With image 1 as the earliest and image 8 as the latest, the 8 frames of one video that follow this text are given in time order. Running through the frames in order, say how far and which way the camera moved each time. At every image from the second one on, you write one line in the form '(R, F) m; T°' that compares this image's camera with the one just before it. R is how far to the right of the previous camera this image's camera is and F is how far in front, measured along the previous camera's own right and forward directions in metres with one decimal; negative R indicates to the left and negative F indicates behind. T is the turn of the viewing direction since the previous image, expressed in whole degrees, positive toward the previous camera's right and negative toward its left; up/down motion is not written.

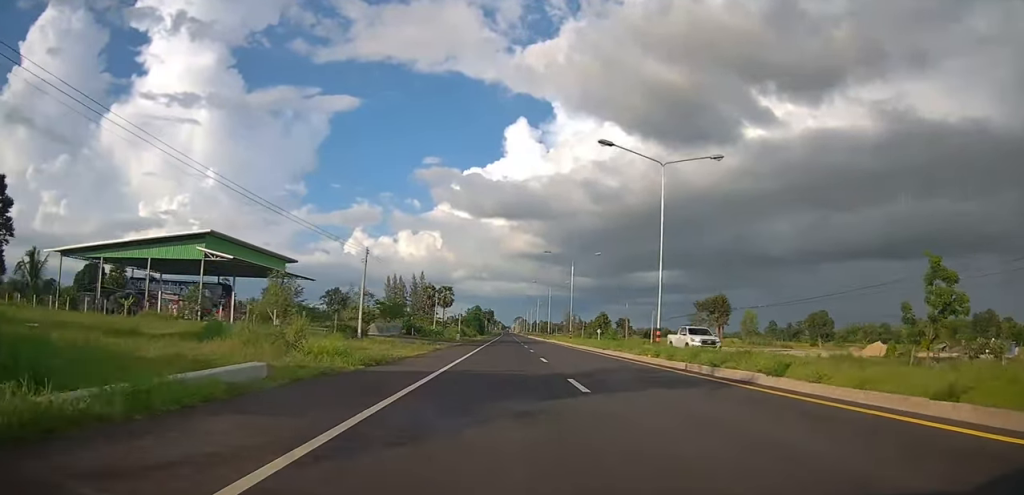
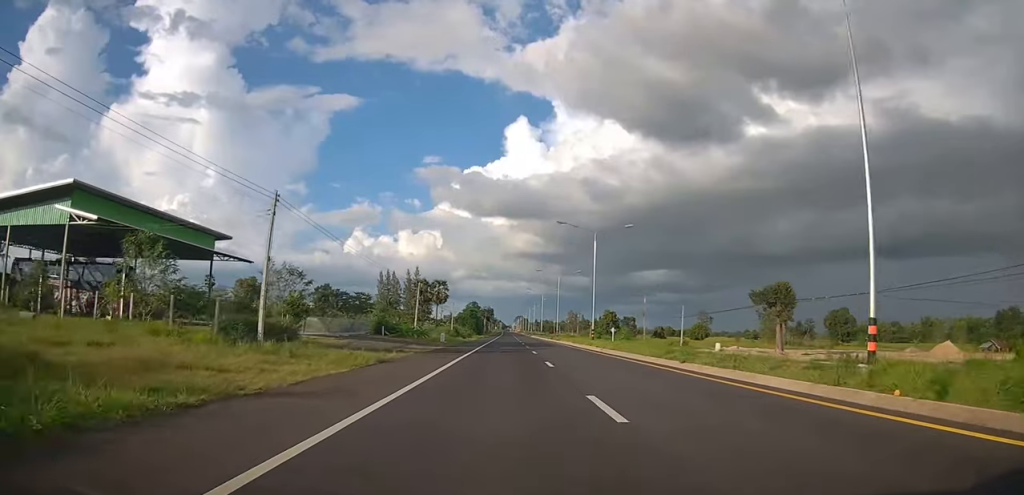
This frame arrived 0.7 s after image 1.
(+0.4, +15.9) m; +2°
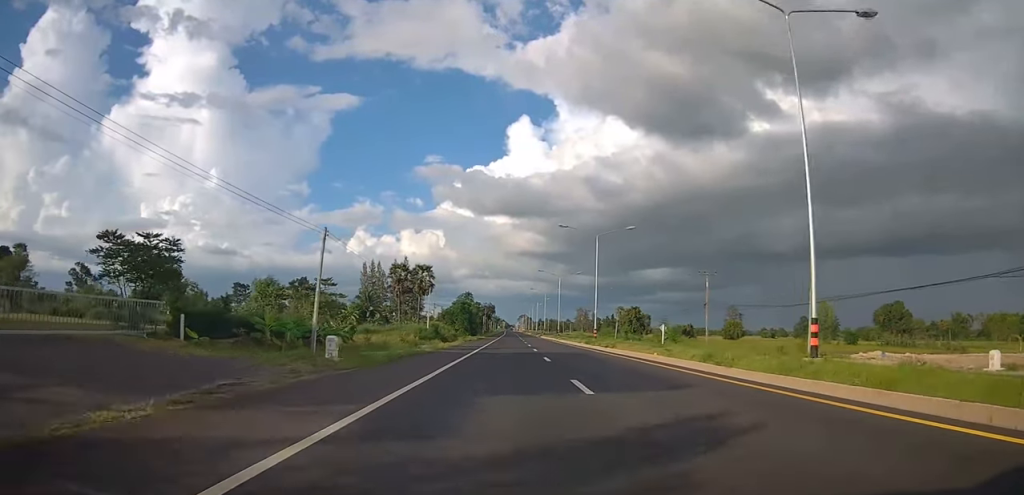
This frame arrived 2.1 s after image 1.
(+0.2, +32.9) m; 0°
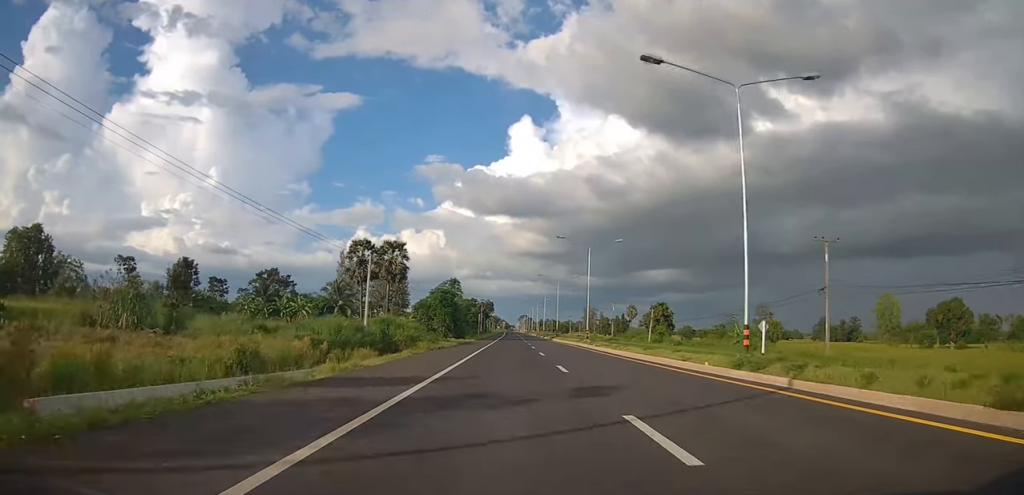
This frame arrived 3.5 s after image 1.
(-0.8, +30.2) m; -1°
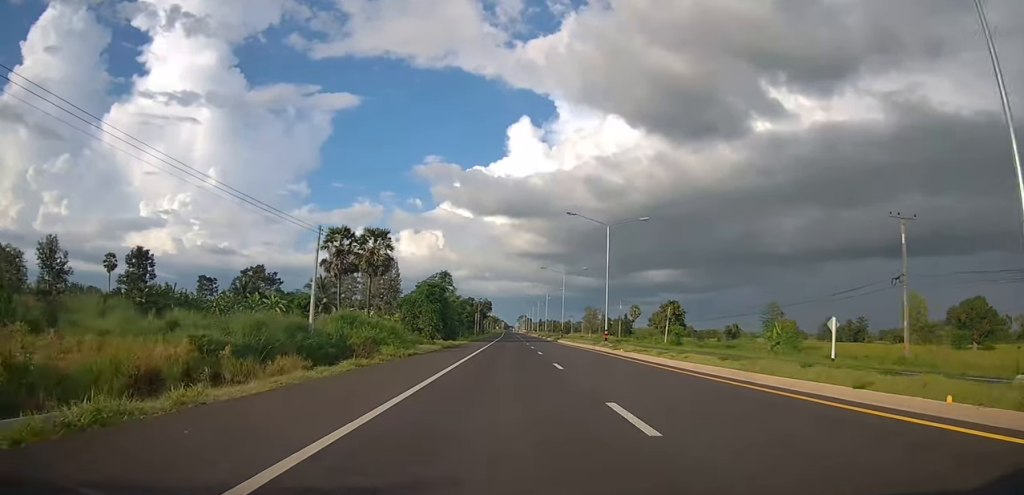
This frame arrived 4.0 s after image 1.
(-0.1, +10.6) m; 0°
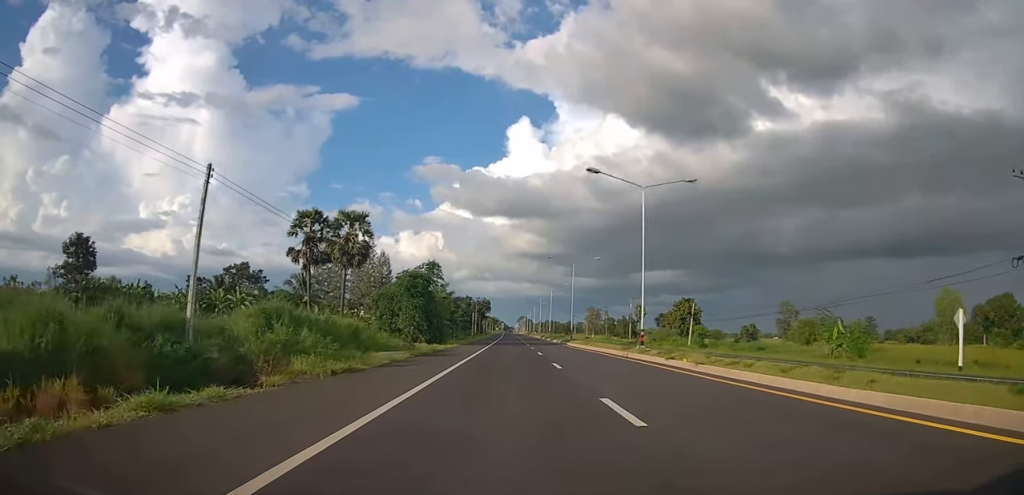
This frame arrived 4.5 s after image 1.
(+0.3, +11.3) m; +1°
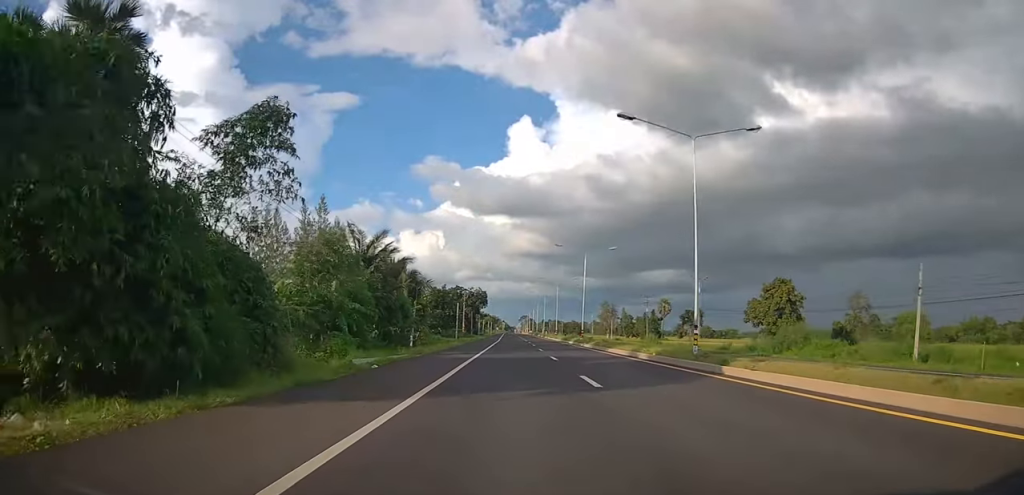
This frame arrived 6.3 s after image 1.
(+0.5, +42.9) m; -1°
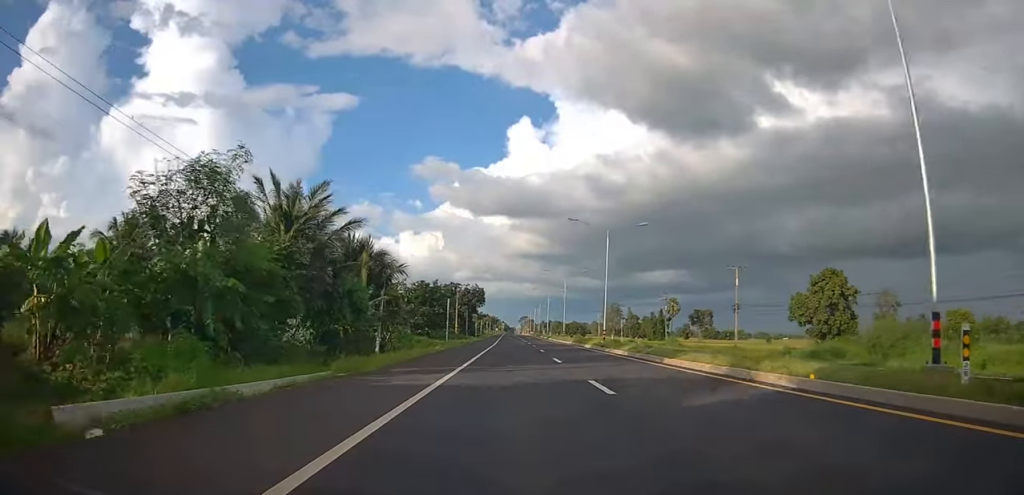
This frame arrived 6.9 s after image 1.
(+0.1, +13.4) m; -1°
